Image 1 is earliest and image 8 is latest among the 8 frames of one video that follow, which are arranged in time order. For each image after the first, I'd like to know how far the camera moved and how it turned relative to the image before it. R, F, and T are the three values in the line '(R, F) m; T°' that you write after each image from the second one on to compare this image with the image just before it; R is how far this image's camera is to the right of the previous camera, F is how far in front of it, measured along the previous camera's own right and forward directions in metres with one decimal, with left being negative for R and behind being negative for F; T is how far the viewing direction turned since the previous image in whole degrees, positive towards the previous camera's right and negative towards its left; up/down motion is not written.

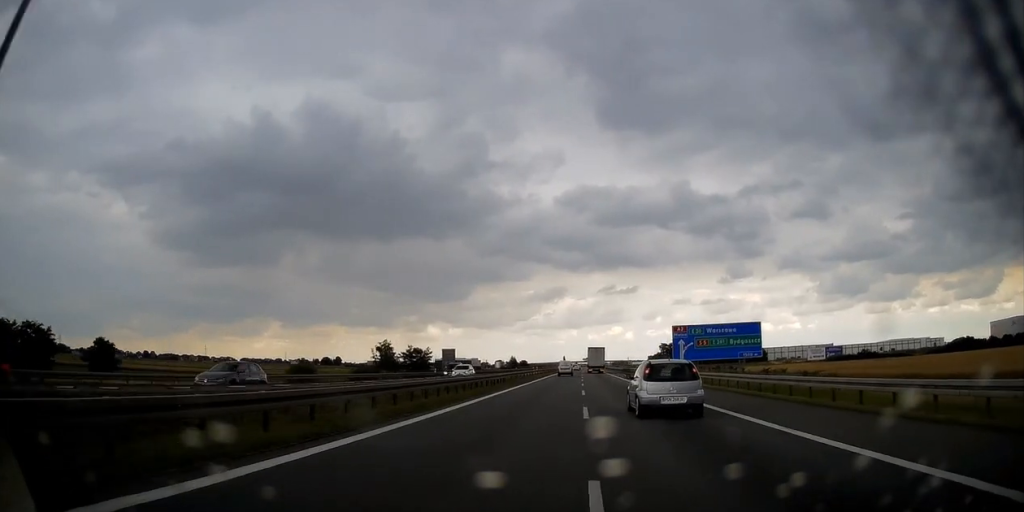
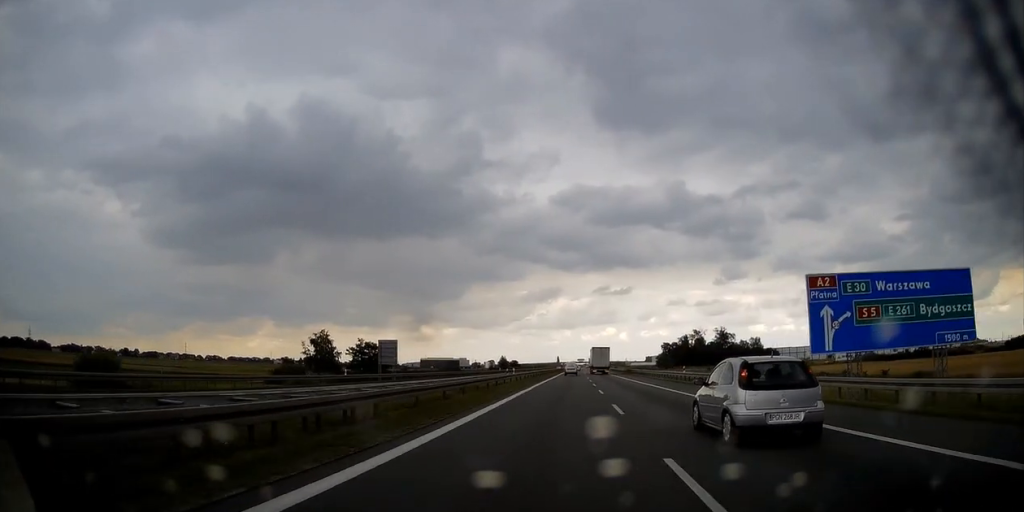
(0.0, +33.4) m; +1°
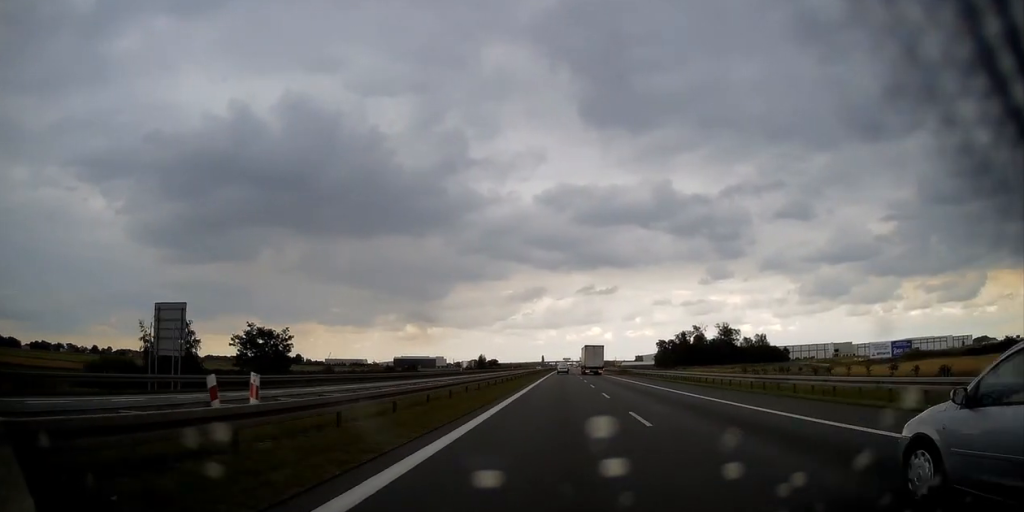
(+0.4, +38.0) m; +1°
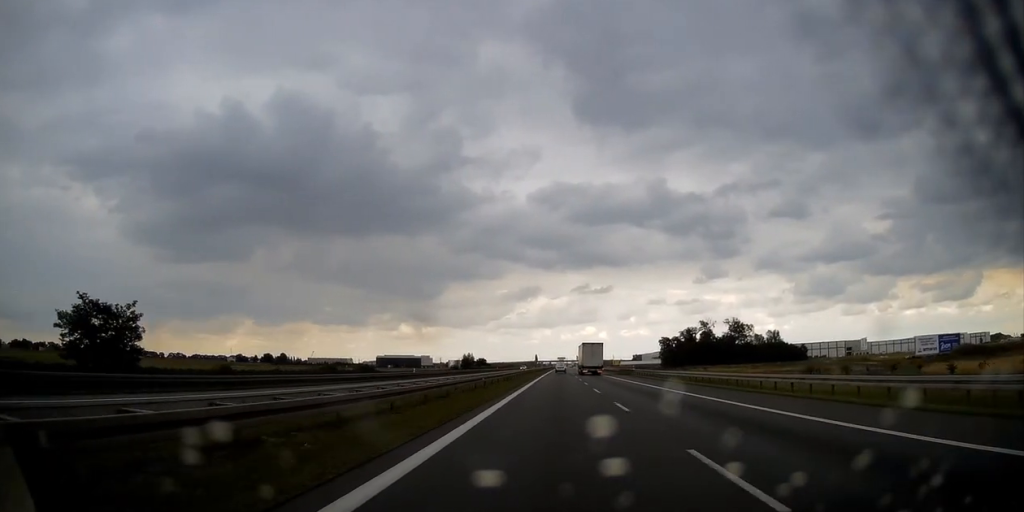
(+0.2, +31.1) m; +1°
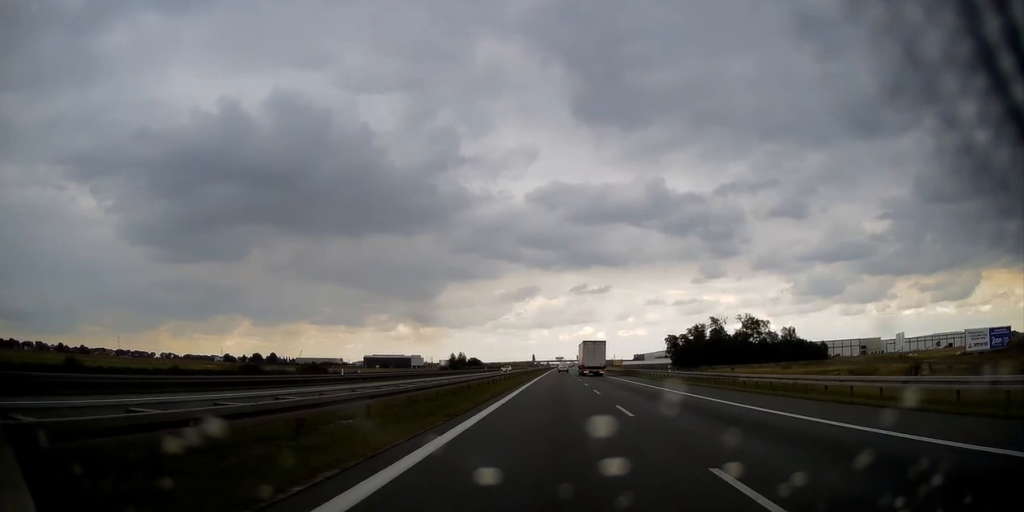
(+0.1, +25.1) m; 0°
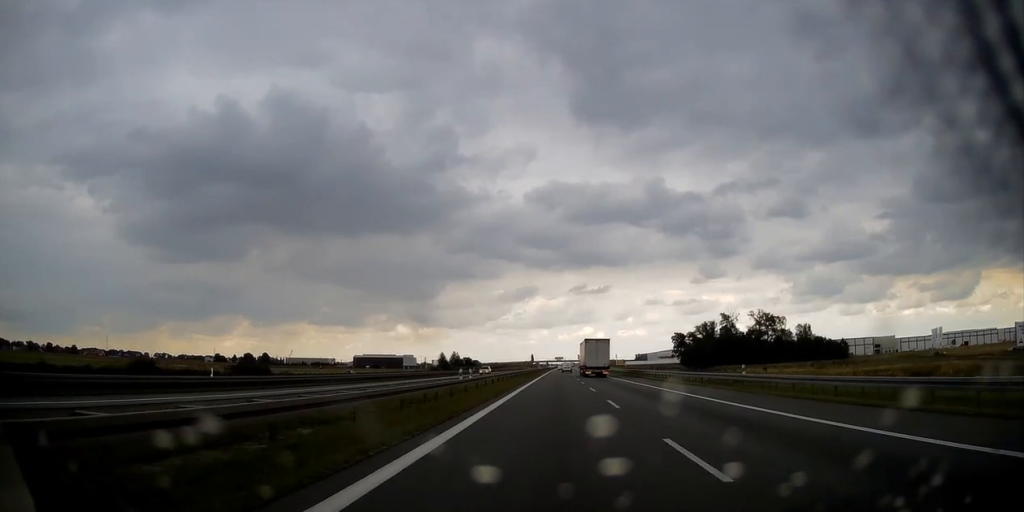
(0.0, +20.4) m; 0°
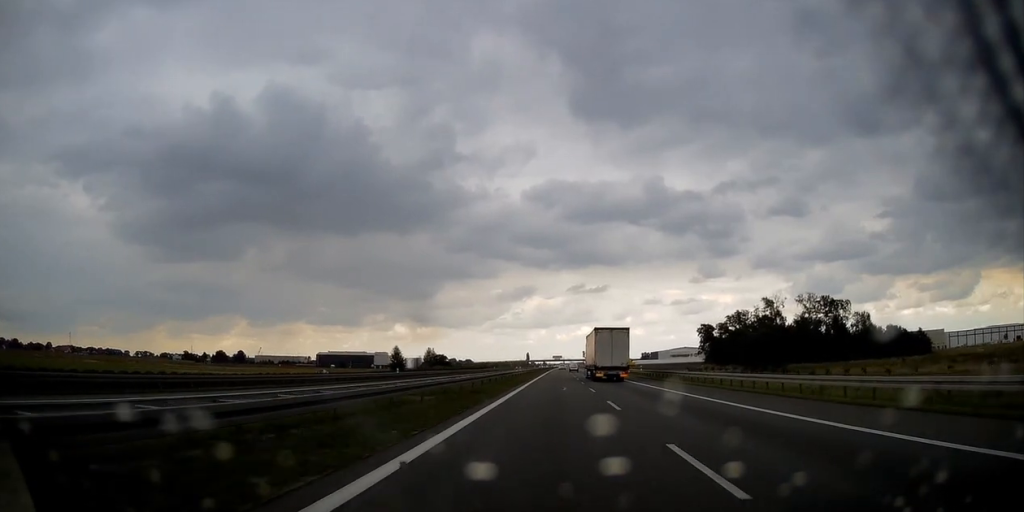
(+0.2, +59.5) m; +1°
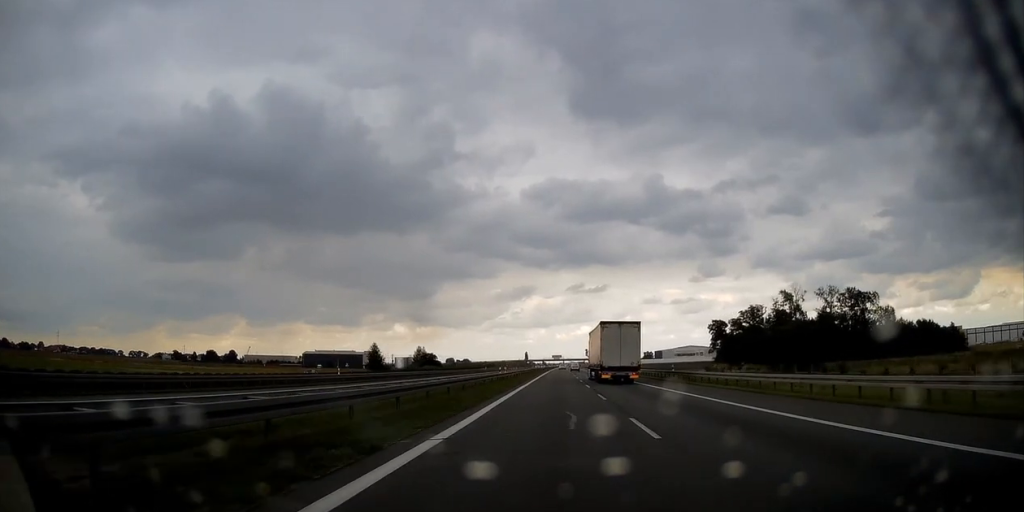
(+0.1, +18.8) m; 0°
